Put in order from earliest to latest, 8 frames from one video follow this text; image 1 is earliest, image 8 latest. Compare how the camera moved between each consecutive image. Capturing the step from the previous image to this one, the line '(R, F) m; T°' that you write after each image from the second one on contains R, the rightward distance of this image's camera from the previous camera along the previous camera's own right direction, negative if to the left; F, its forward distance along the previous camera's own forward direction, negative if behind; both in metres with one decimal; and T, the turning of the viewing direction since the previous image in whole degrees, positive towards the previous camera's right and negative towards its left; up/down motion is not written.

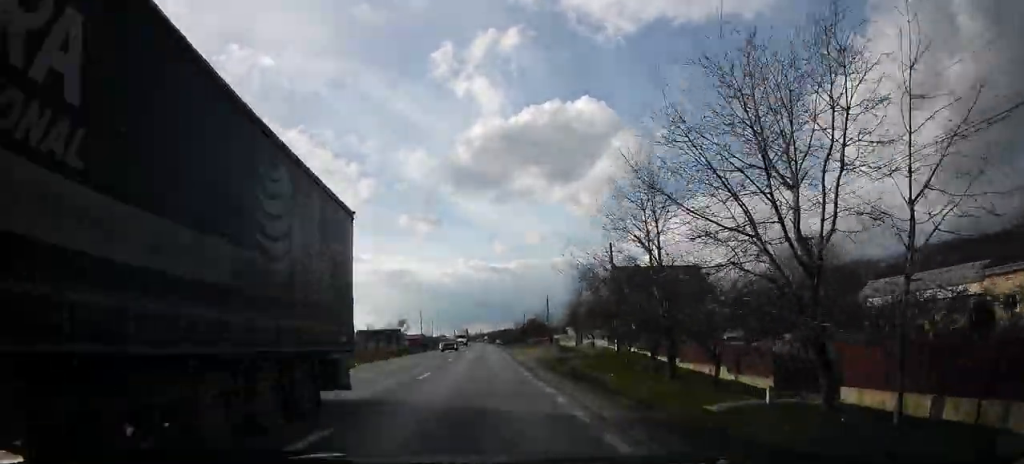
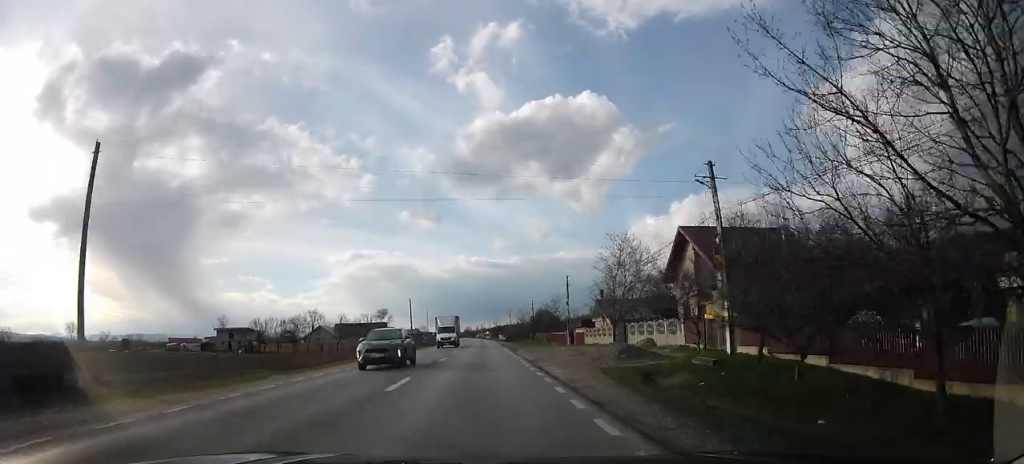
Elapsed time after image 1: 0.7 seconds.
(+0.3, +17.6) m; +1°
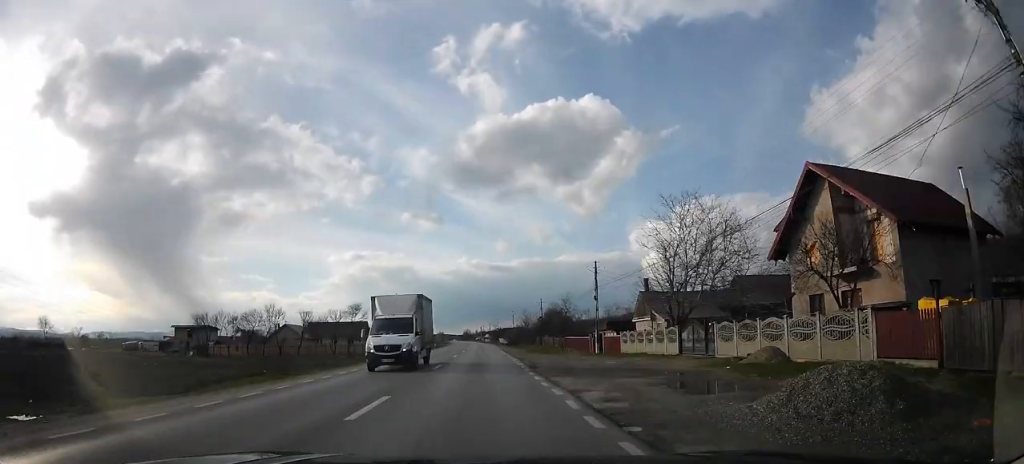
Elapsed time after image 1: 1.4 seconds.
(+0.3, +15.5) m; -1°
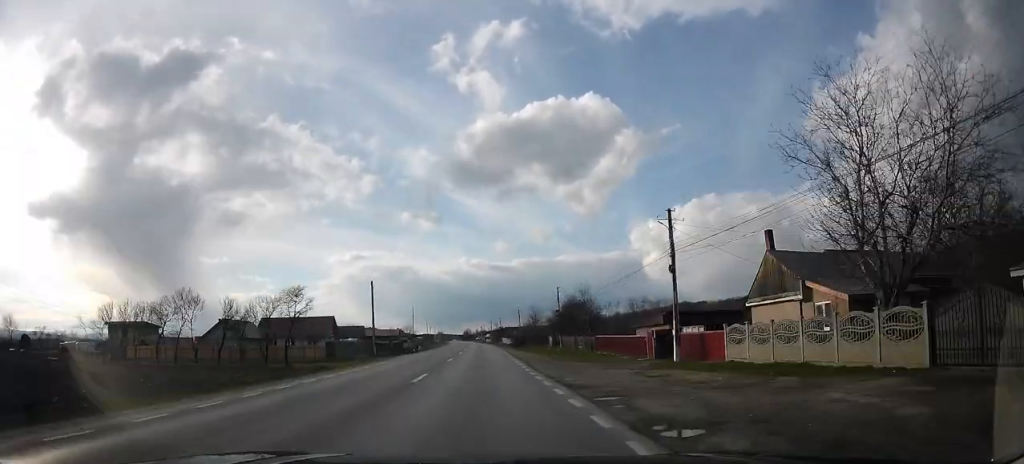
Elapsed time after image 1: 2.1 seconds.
(-0.5, +18.5) m; -1°
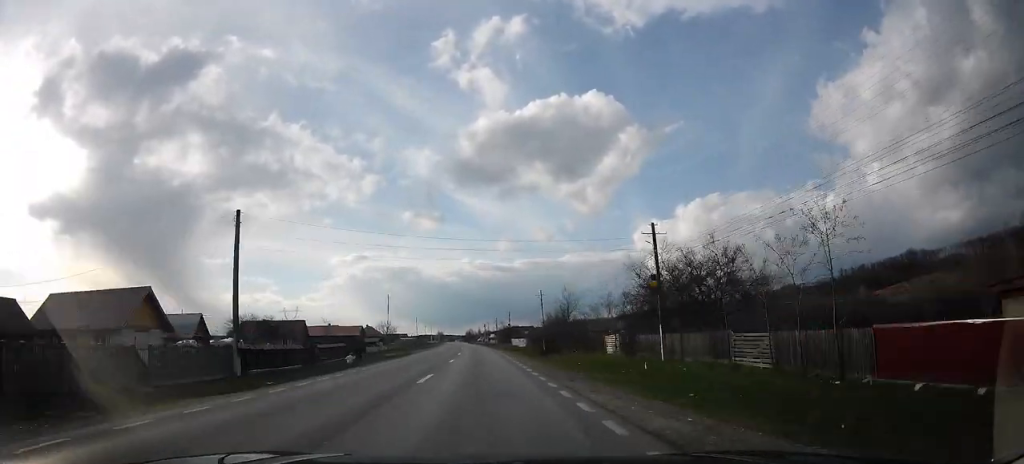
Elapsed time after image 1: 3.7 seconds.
(0.0, +36.8) m; -1°
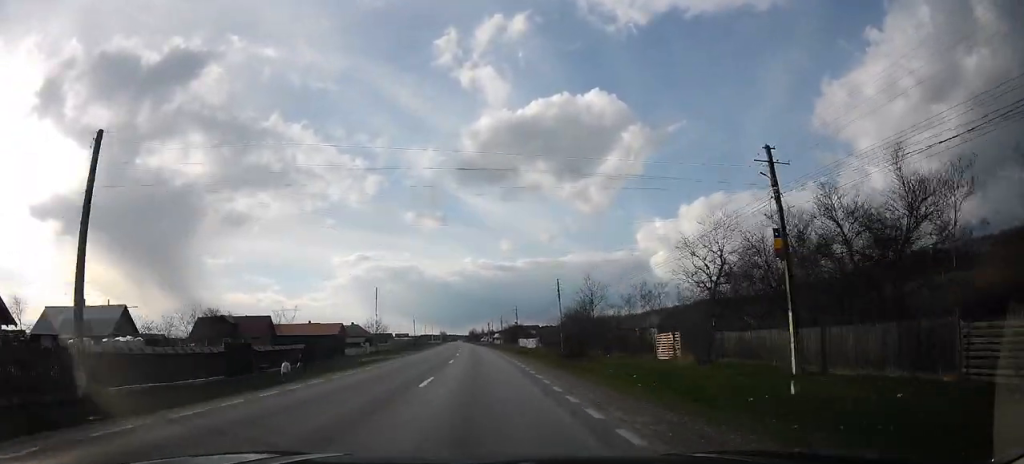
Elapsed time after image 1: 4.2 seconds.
(-0.3, +12.8) m; -1°
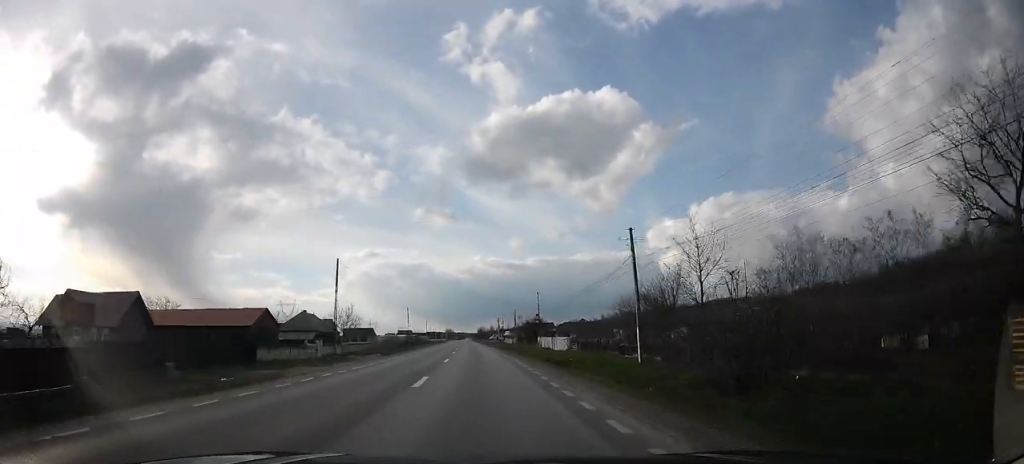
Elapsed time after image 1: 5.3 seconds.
(-0.1, +25.7) m; 0°
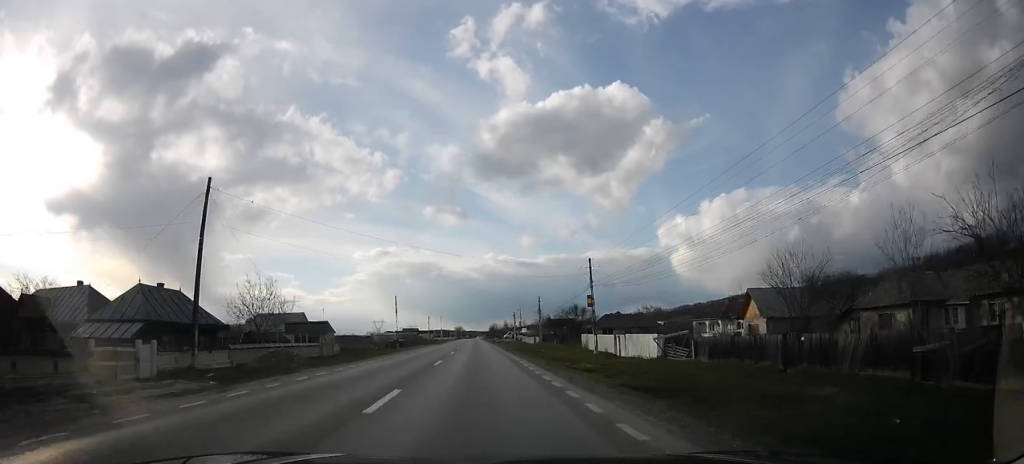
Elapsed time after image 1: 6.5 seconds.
(+0.1, +29.5) m; 0°
